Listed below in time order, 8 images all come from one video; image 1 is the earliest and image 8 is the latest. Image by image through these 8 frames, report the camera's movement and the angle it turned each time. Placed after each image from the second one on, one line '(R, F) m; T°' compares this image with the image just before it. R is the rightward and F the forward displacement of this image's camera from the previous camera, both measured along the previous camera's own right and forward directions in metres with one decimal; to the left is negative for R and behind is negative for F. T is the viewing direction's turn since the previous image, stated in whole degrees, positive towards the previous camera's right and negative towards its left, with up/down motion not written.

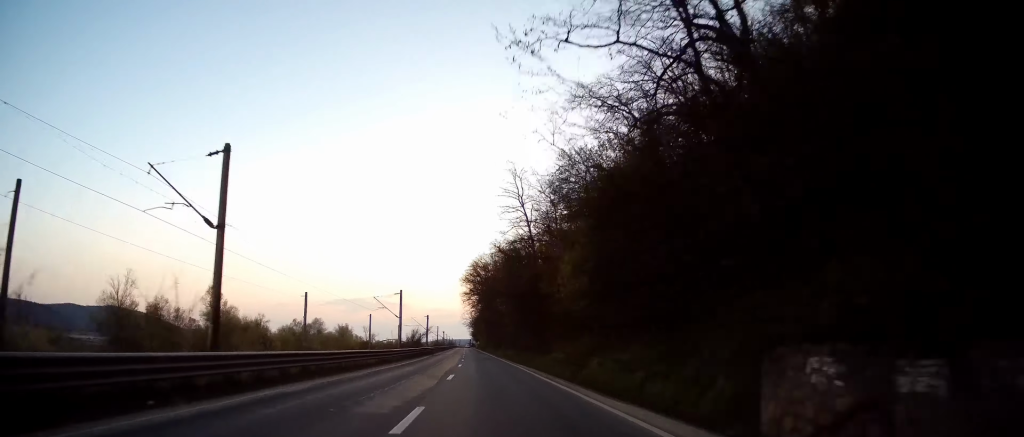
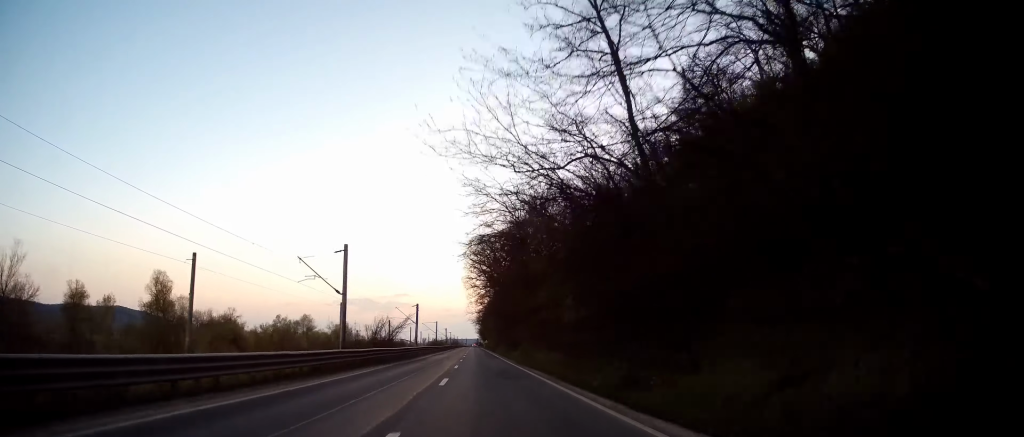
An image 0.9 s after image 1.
(-0.5, +26.7) m; -1°
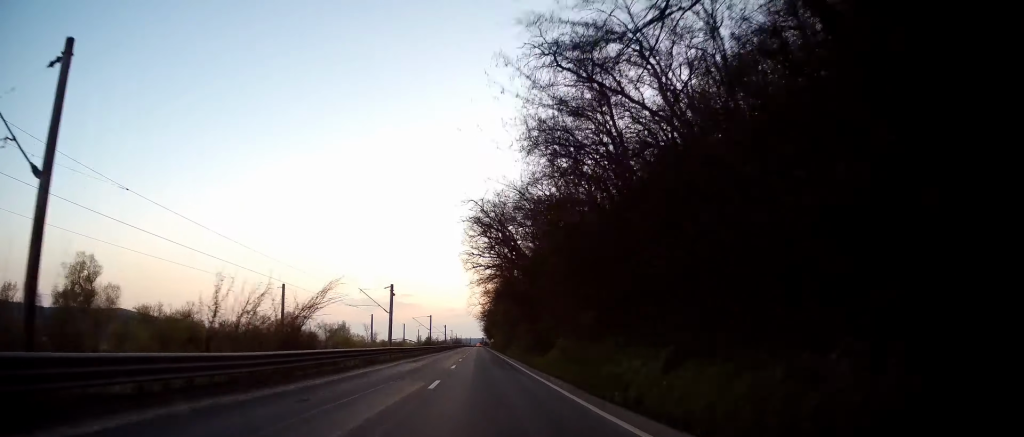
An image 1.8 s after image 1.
(-0.1, +24.8) m; 0°
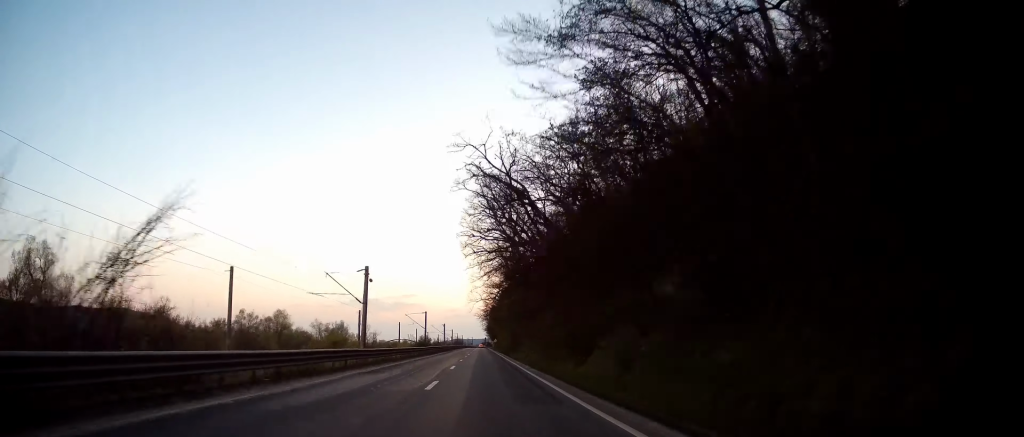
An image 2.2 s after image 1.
(0.0, +12.4) m; 0°
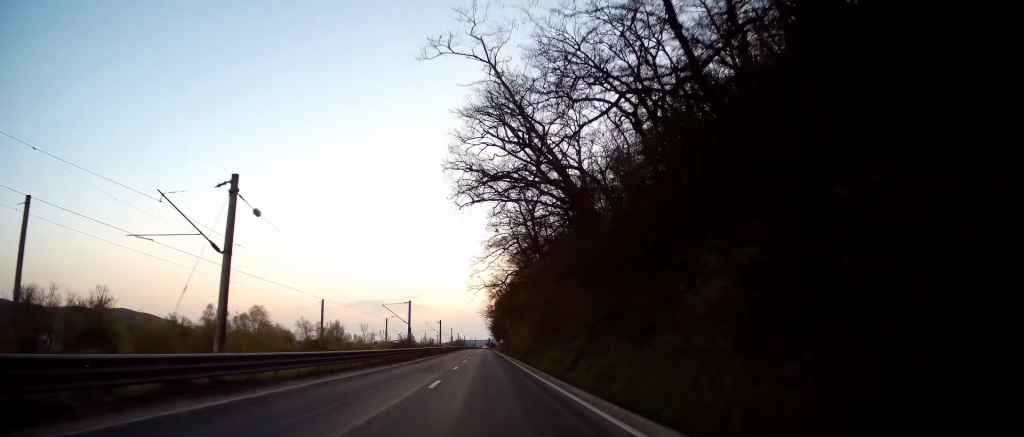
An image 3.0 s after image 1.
(+0.1, +22.9) m; -1°
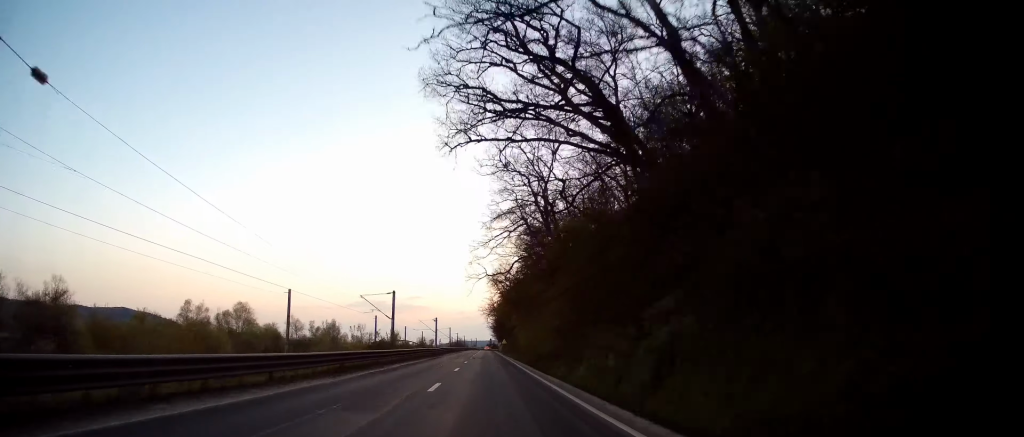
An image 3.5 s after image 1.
(-0.2, +12.4) m; 0°
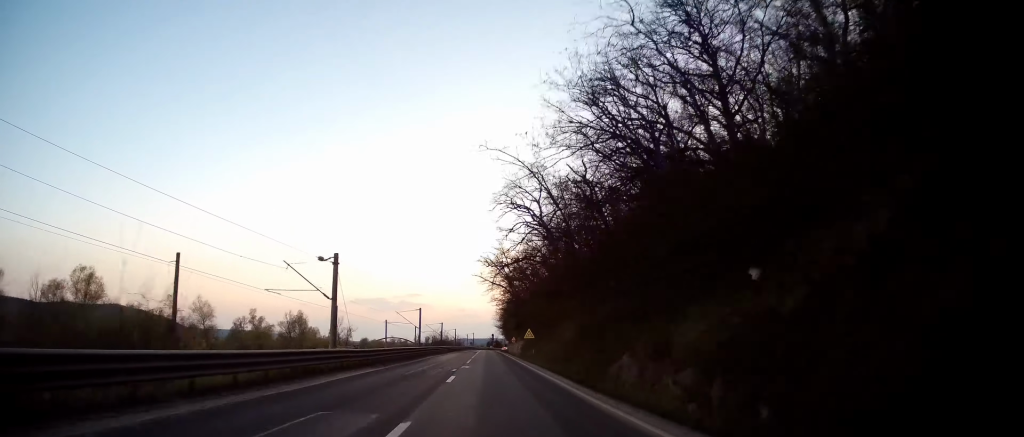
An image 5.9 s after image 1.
(+0.2, +68.7) m; +1°
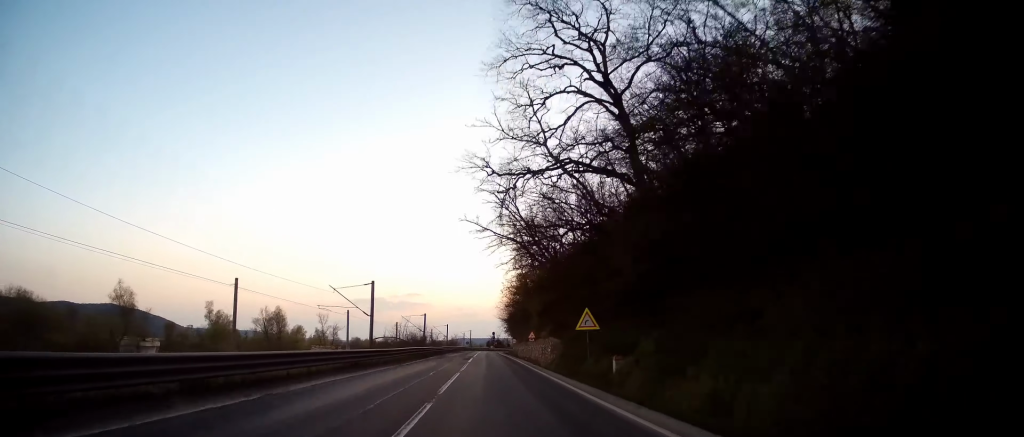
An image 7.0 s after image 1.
(-0.5, +32.8) m; -1°
